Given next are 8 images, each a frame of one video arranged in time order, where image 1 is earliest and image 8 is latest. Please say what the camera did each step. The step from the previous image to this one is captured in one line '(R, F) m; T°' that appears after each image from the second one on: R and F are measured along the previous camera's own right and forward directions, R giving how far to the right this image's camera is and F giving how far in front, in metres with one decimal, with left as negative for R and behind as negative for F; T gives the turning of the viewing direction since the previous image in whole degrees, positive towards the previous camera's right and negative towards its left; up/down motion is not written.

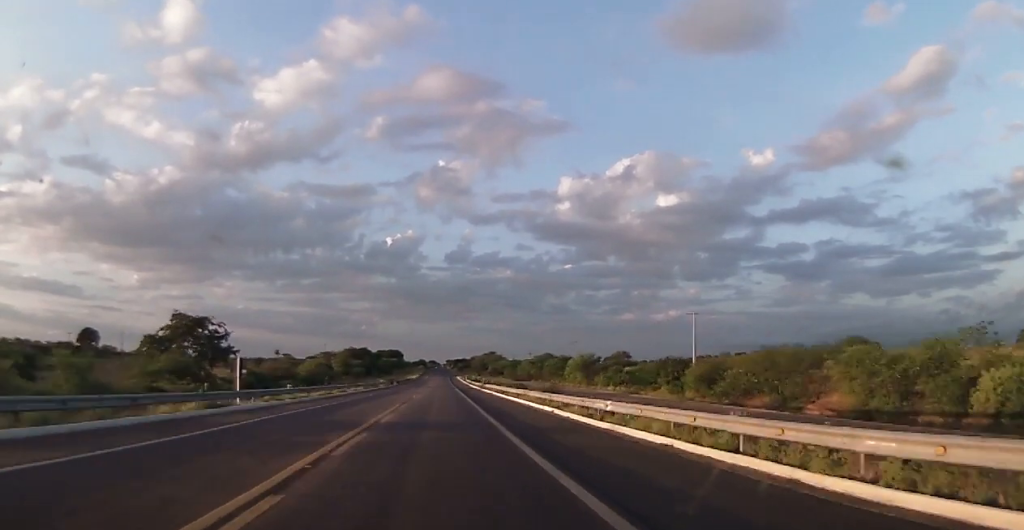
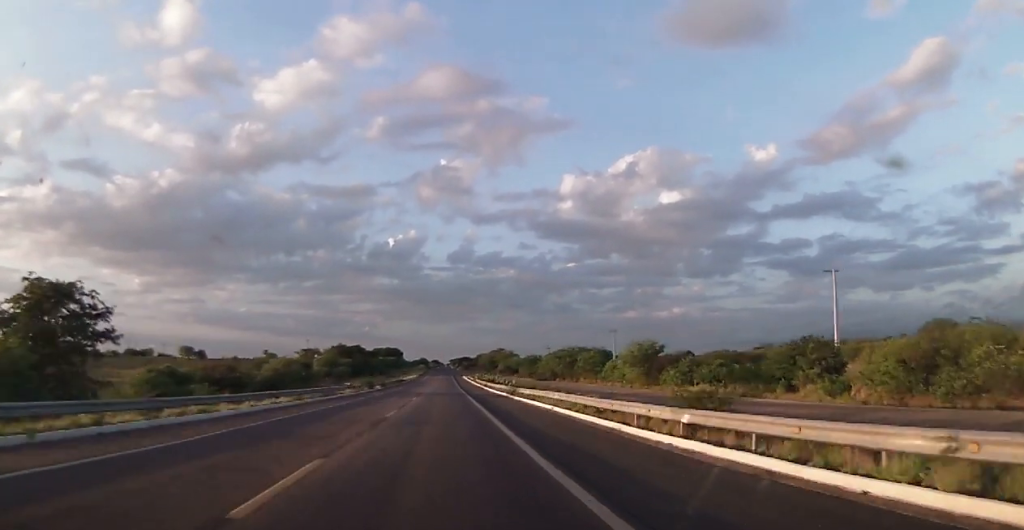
(+0.3, +36.4) m; 0°
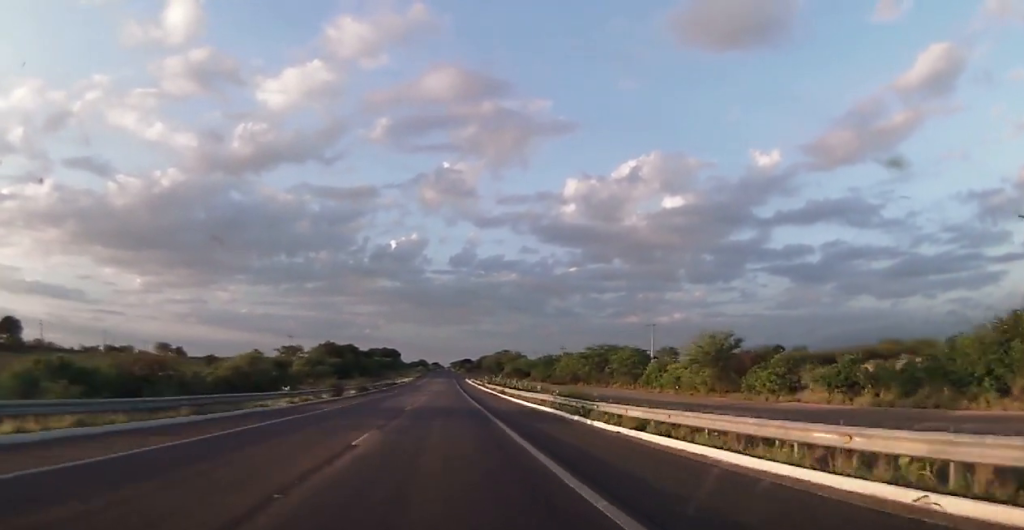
(-0.3, +25.2) m; -1°
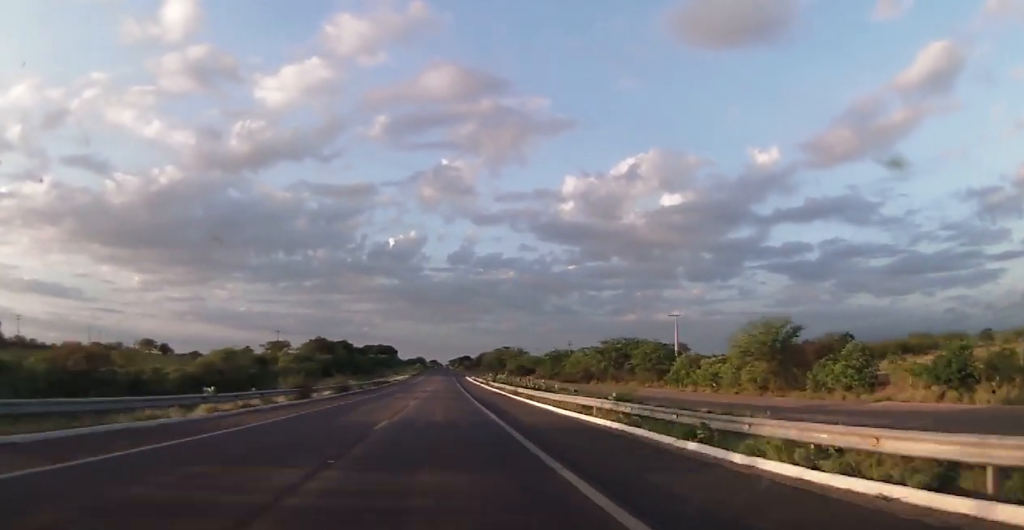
(-0.1, +12.7) m; 0°
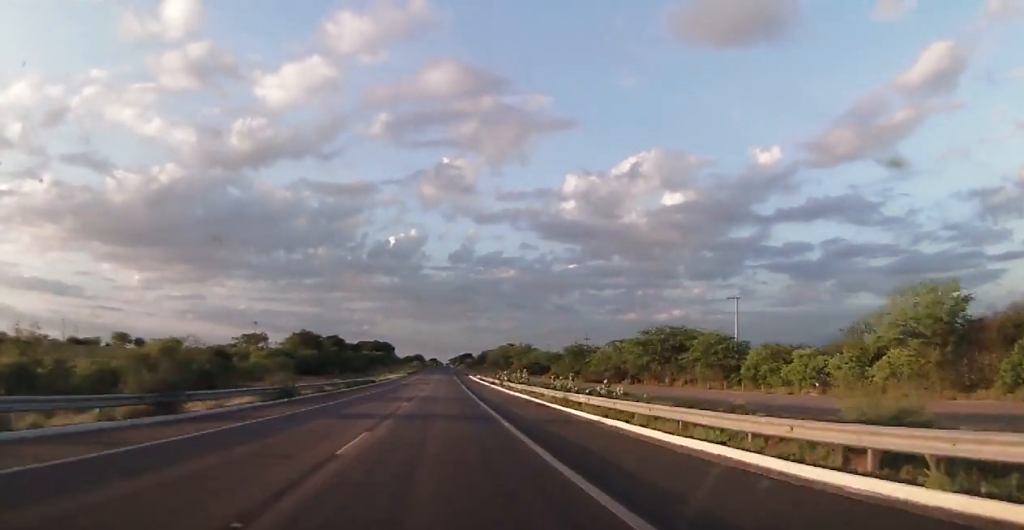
(-0.2, +21.5) m; +1°
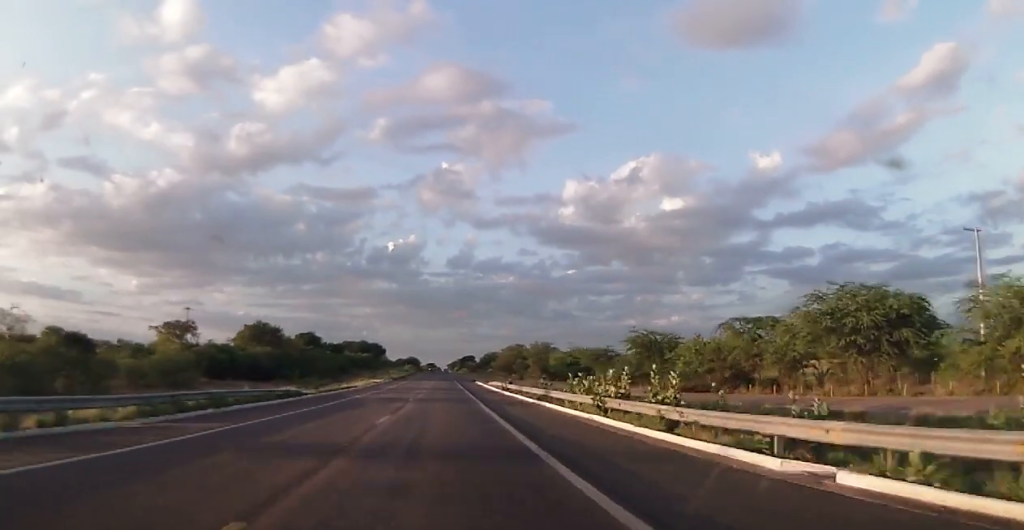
(+0.7, +41.2) m; 0°
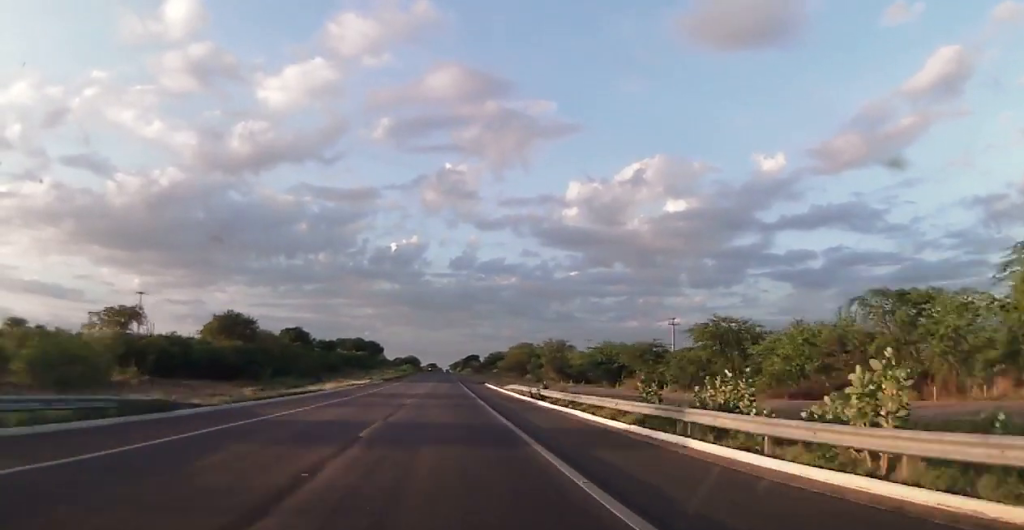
(-0.3, +19.7) m; 0°
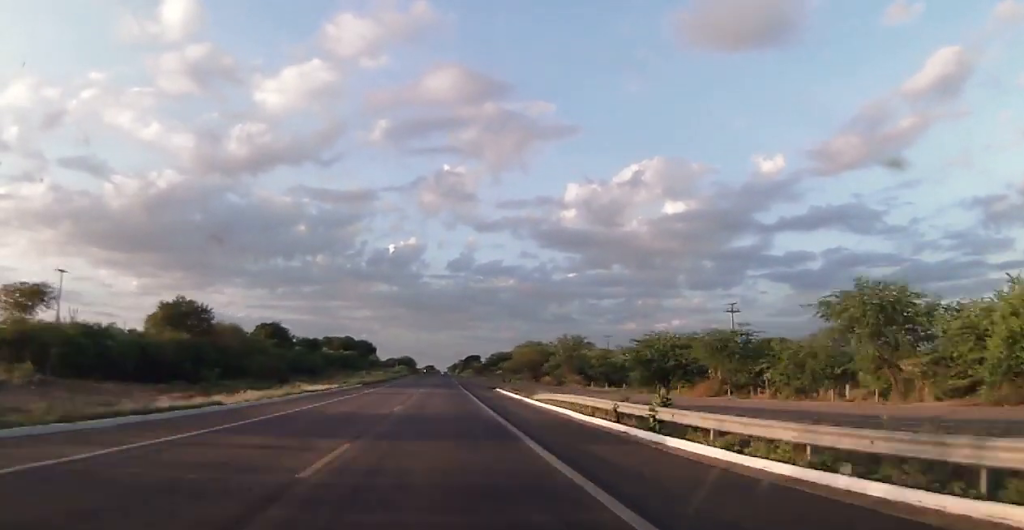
(+0.1, +21.7) m; 0°
